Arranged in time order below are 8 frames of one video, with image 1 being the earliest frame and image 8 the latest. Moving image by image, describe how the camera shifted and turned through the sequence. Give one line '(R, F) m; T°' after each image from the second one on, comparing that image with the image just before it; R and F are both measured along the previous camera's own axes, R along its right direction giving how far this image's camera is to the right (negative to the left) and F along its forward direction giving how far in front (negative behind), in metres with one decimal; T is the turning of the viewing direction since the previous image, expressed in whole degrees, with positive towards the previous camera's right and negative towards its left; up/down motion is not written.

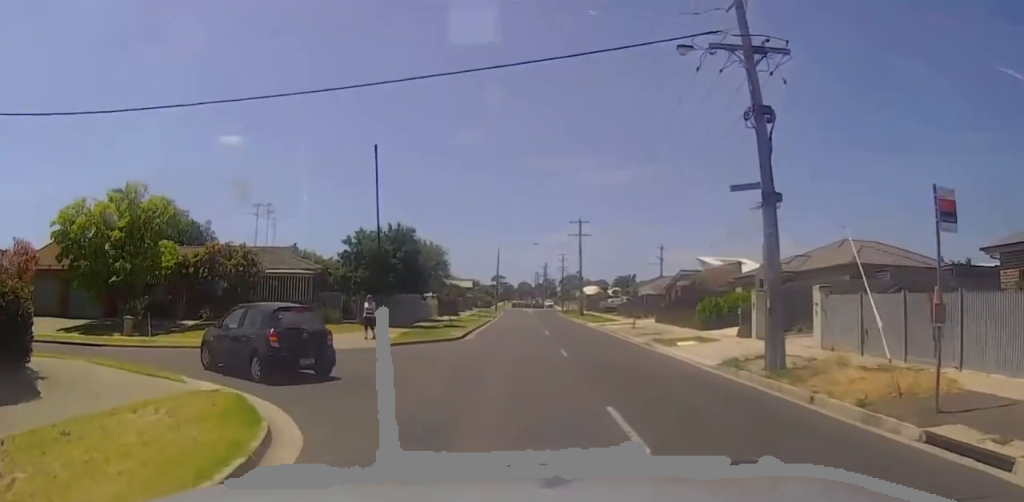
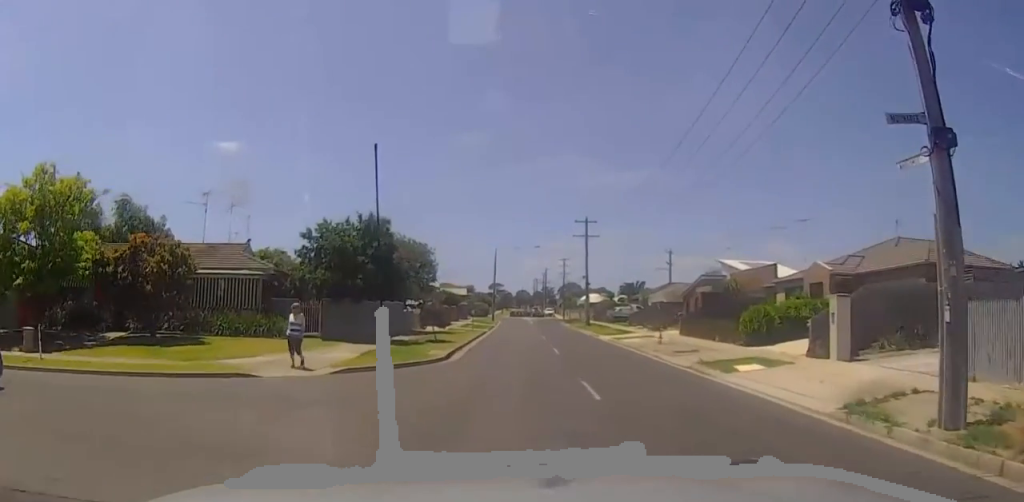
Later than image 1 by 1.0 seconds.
(+0.6, +6.8) m; +7°
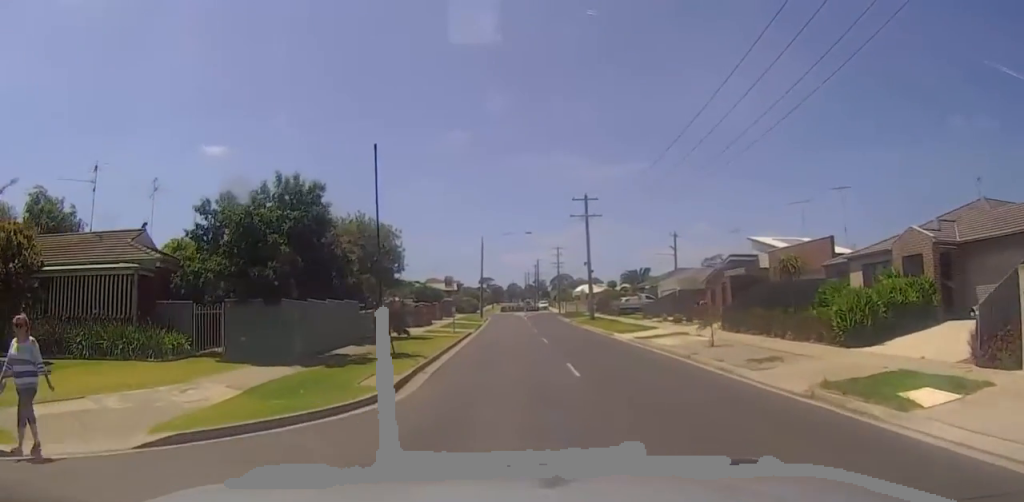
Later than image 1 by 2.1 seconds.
(+0.2, +8.3) m; +1°
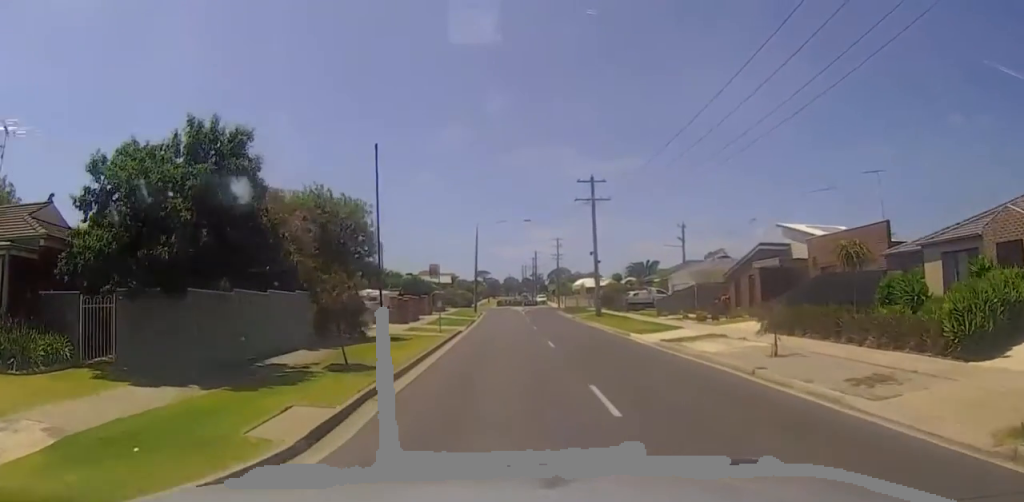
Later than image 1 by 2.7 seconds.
(0.0, +5.3) m; -2°
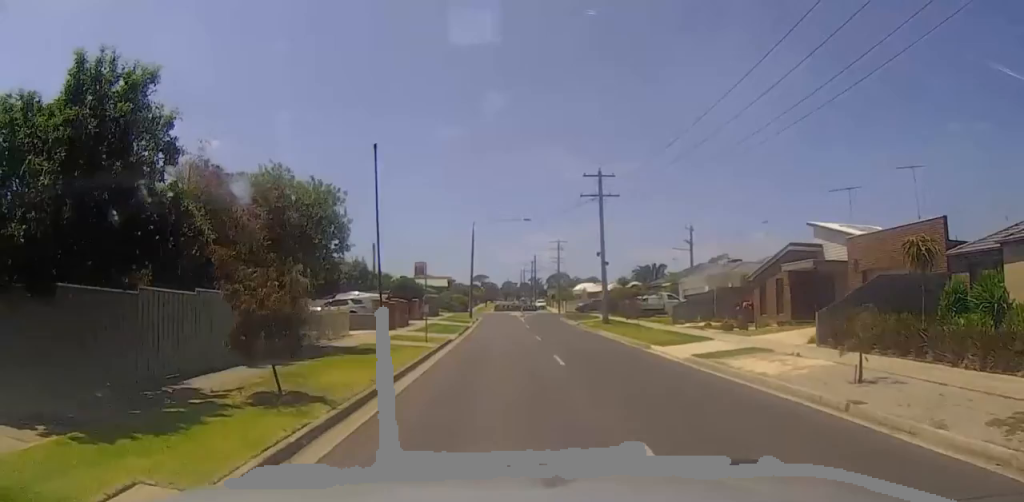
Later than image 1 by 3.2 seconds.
(+0.1, +4.2) m; -2°
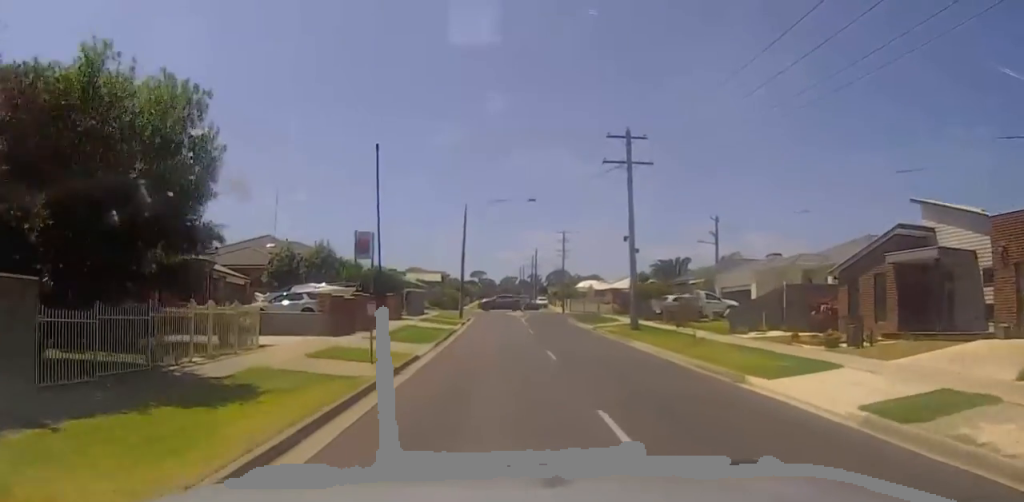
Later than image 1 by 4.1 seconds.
(-0.6, +9.8) m; -3°
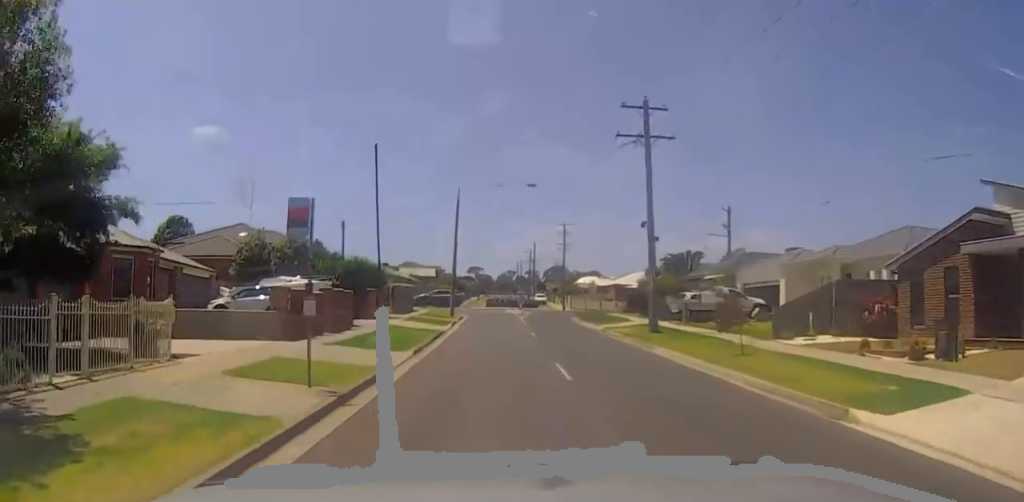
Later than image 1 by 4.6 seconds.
(0.0, +4.9) m; 0°
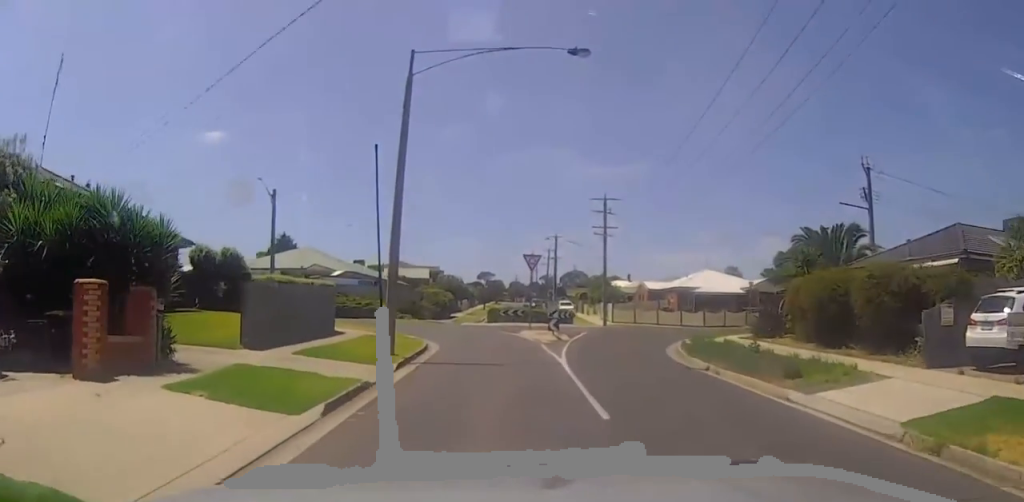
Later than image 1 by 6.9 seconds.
(+0.3, +27.0) m; +2°
